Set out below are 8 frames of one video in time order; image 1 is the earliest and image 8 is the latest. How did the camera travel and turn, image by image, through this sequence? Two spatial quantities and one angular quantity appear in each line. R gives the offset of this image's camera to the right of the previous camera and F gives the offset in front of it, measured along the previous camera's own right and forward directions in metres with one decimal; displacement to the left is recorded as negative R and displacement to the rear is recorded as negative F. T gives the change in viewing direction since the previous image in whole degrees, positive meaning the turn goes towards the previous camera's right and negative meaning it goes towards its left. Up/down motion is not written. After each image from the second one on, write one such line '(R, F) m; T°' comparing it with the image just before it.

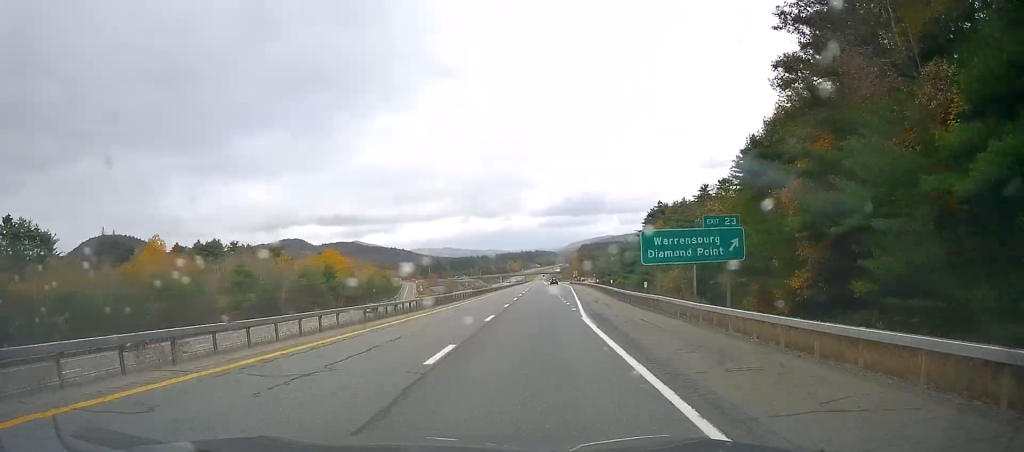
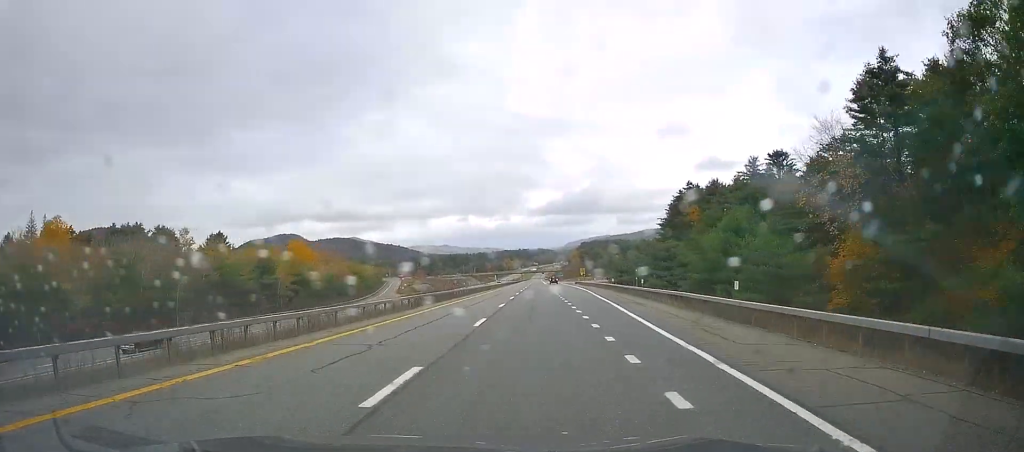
(+1.1, +37.0) m; +2°
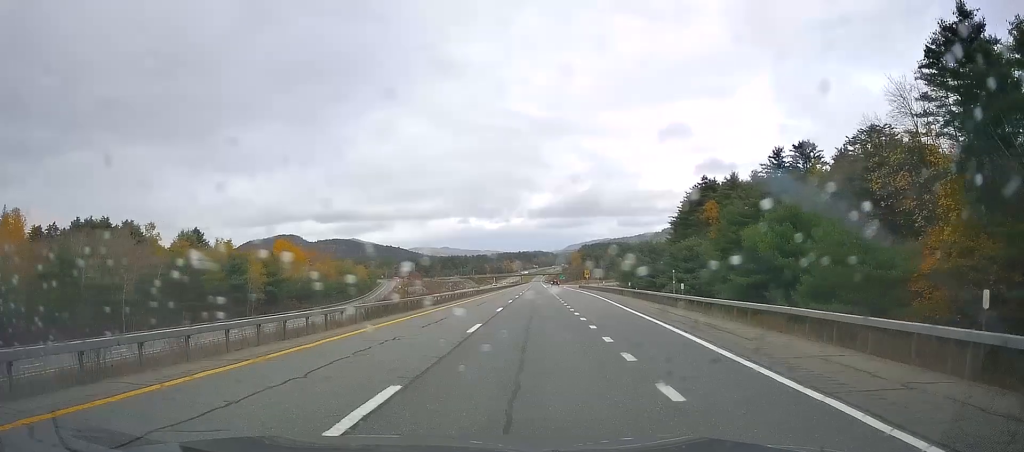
(0.0, +13.2) m; 0°
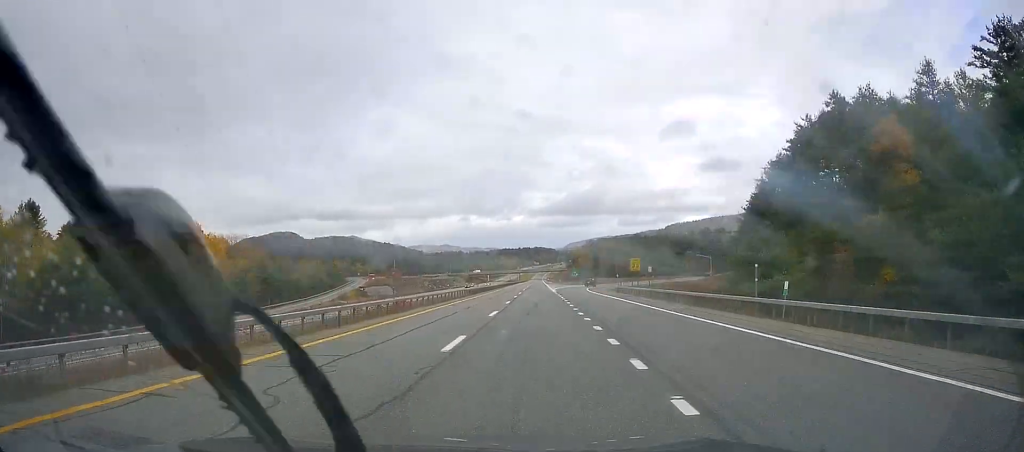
(+0.8, +64.5) m; 0°
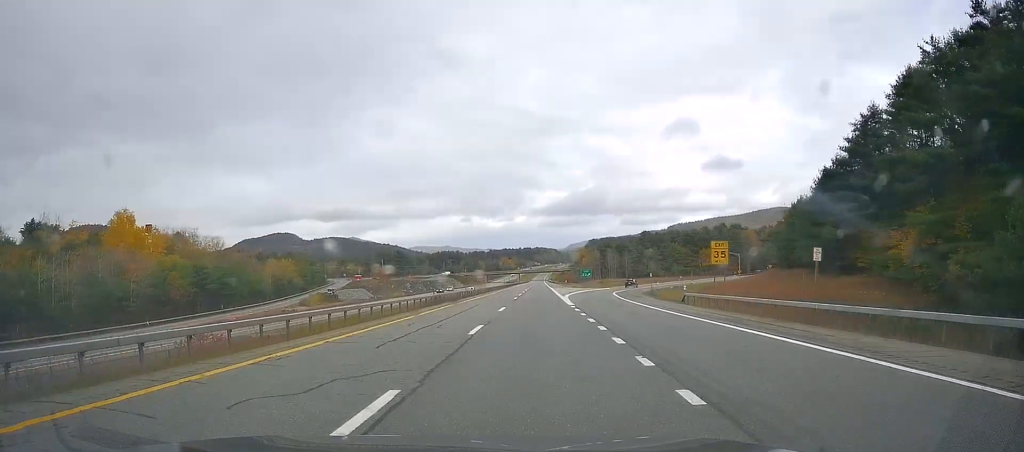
(-0.4, +32.2) m; 0°
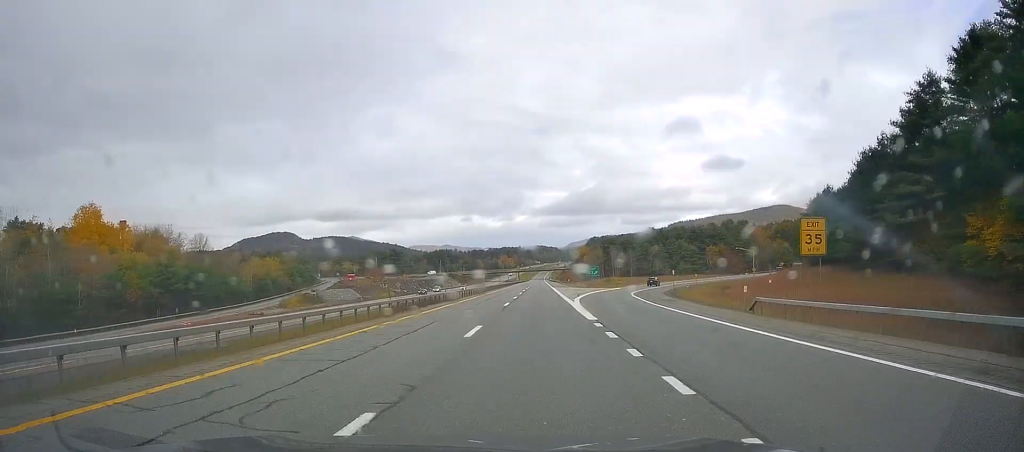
(-0.2, +13.4) m; 0°
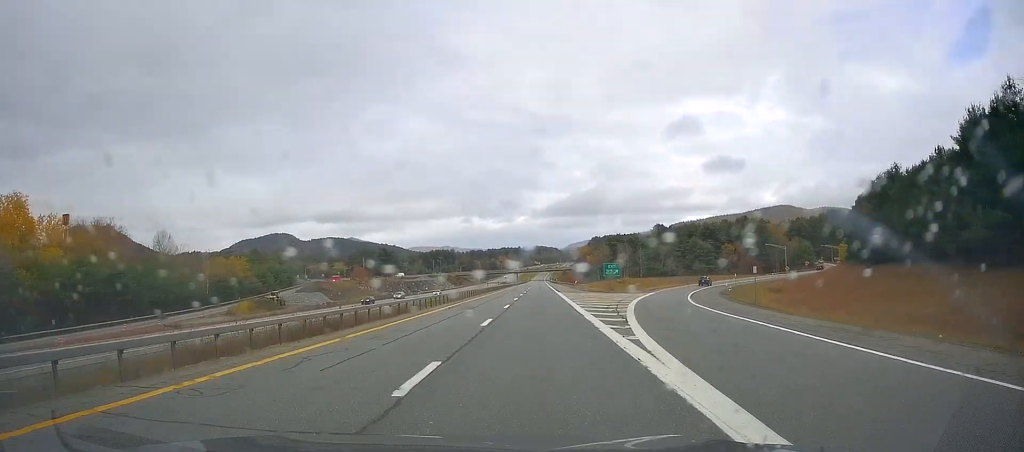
(+0.5, +25.9) m; 0°
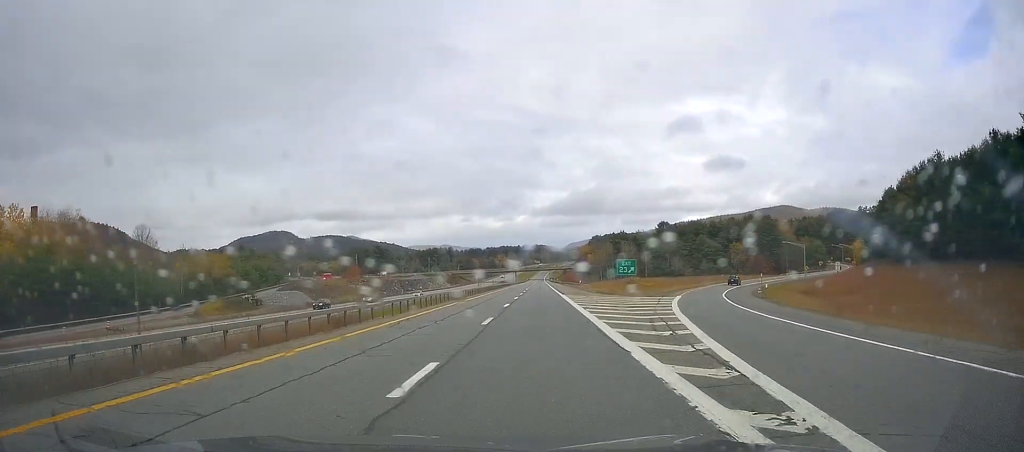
(0.0, +12.4) m; 0°
